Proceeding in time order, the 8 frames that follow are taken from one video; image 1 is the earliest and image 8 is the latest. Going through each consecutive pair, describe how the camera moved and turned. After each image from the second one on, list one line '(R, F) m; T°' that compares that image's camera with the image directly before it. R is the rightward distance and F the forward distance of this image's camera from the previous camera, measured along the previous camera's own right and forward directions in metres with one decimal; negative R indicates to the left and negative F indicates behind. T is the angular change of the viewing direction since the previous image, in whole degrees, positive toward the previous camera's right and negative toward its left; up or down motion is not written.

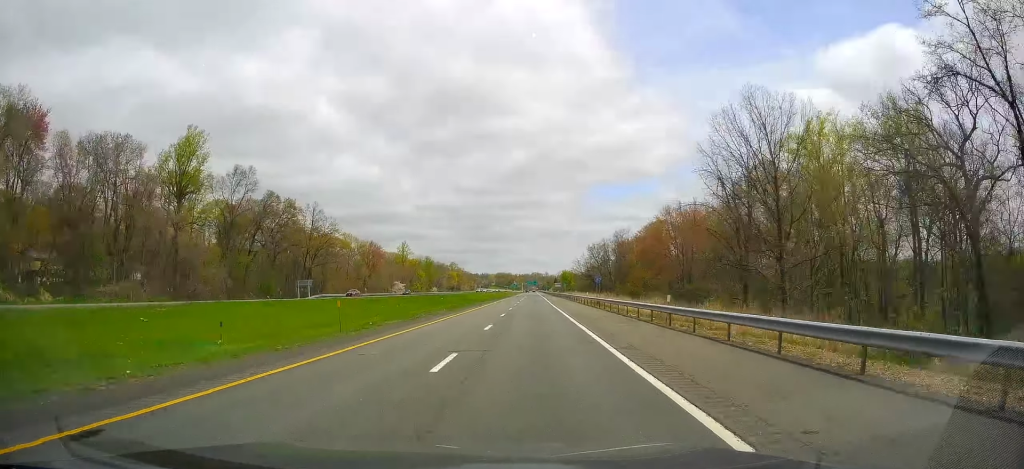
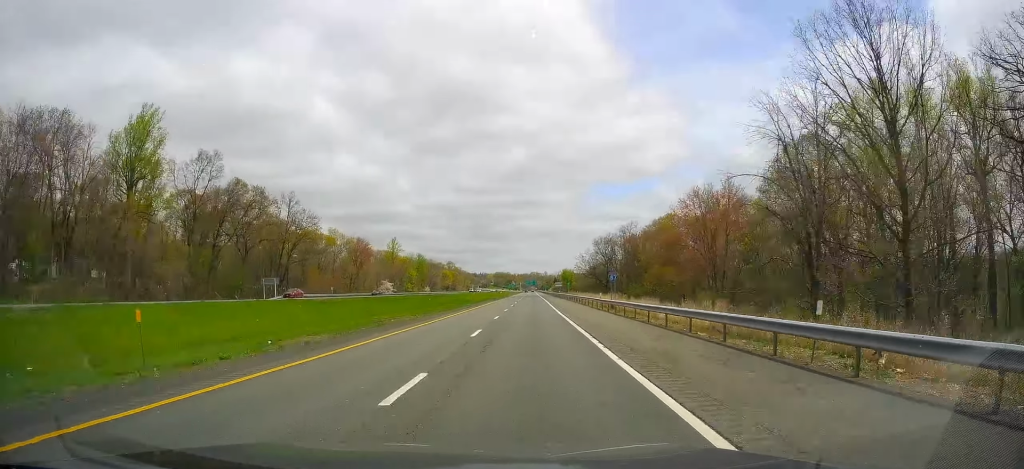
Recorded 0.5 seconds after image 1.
(+0.1, +15.3) m; 0°
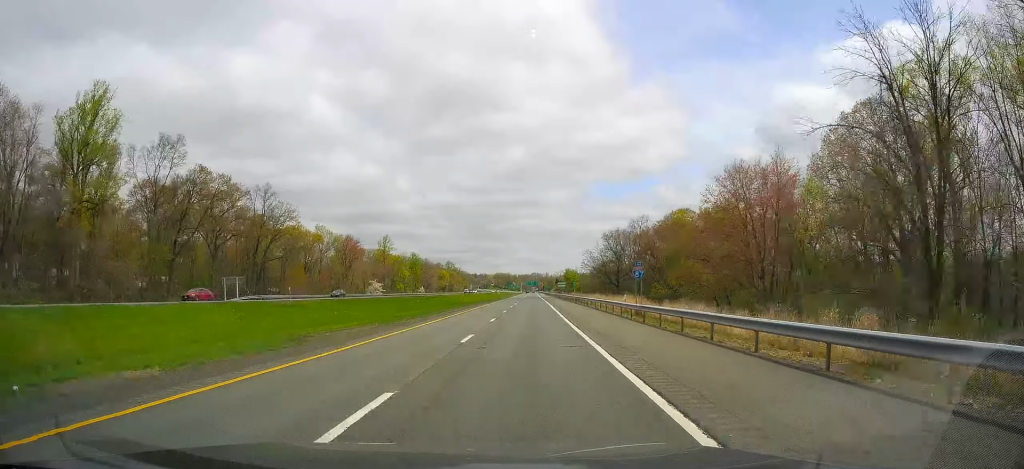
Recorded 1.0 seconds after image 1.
(+0.1, +14.2) m; 0°
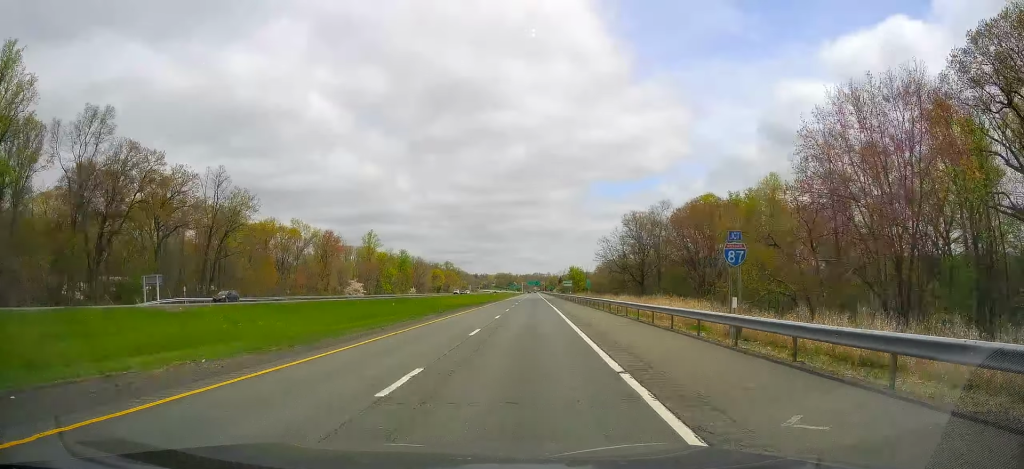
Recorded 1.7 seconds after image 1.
(0.0, +21.3) m; 0°
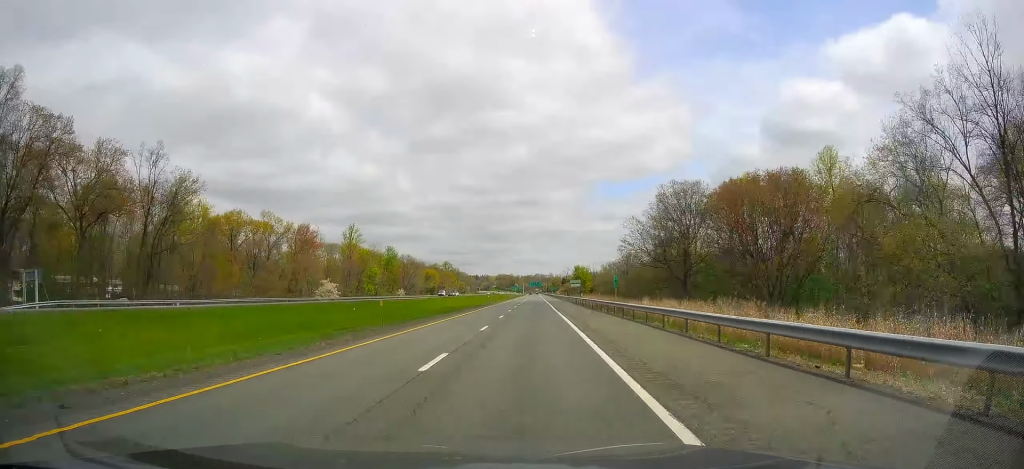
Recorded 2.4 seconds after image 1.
(0.0, +21.4) m; 0°
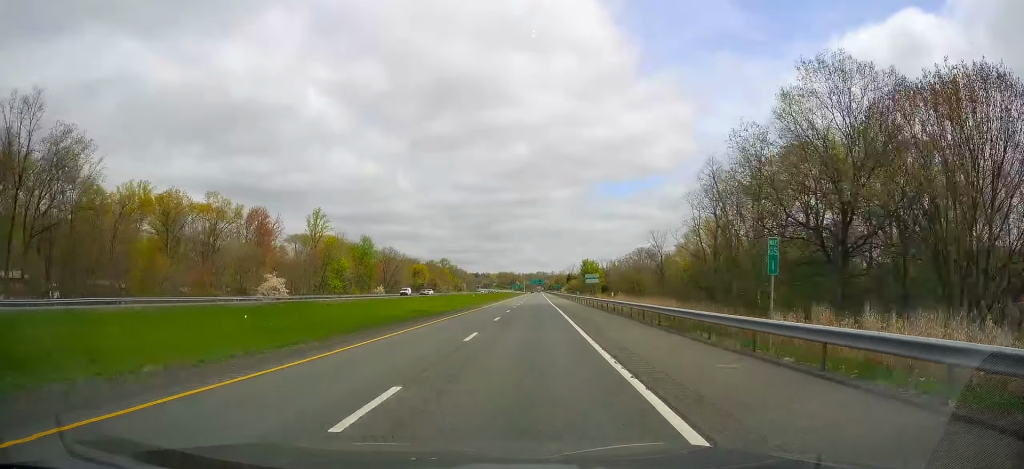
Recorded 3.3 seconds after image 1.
(-0.1, +29.6) m; 0°
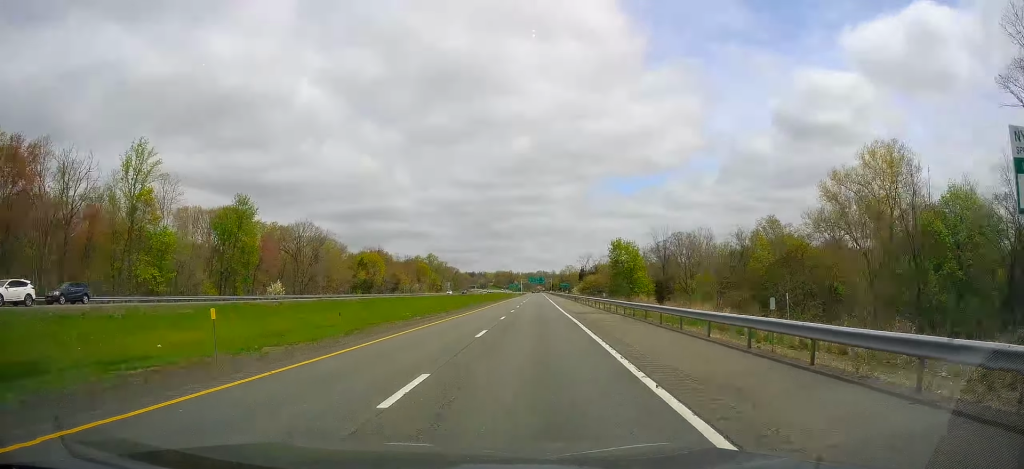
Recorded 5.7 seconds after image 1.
(+0.3, +71.6) m; 0°
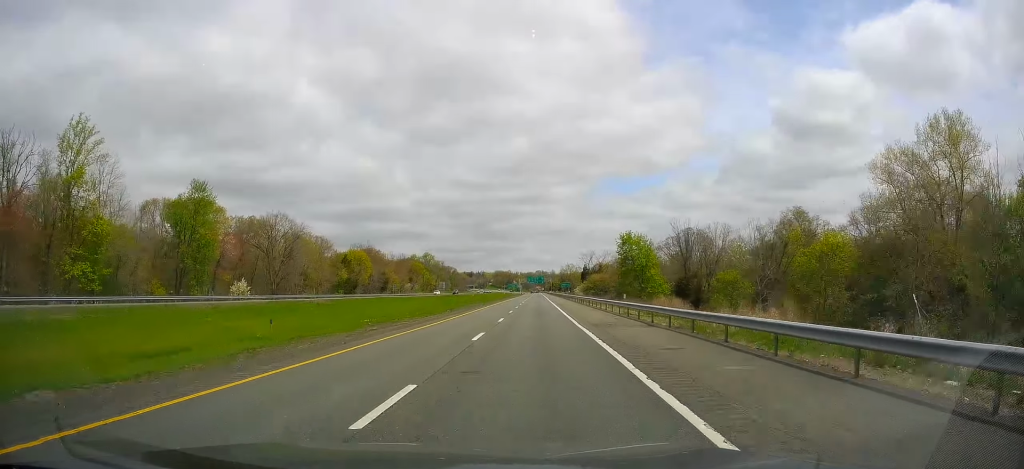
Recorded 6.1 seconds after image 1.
(-0.1, +13.3) m; -1°
